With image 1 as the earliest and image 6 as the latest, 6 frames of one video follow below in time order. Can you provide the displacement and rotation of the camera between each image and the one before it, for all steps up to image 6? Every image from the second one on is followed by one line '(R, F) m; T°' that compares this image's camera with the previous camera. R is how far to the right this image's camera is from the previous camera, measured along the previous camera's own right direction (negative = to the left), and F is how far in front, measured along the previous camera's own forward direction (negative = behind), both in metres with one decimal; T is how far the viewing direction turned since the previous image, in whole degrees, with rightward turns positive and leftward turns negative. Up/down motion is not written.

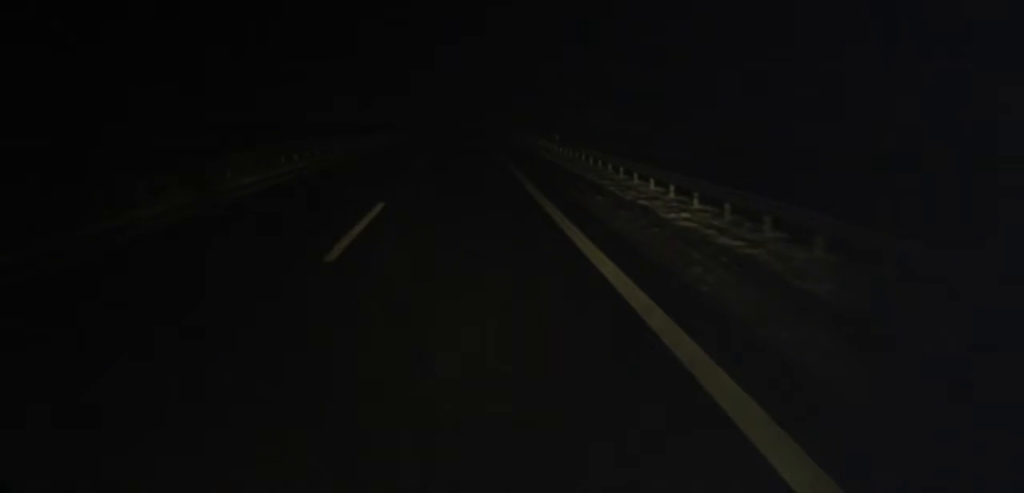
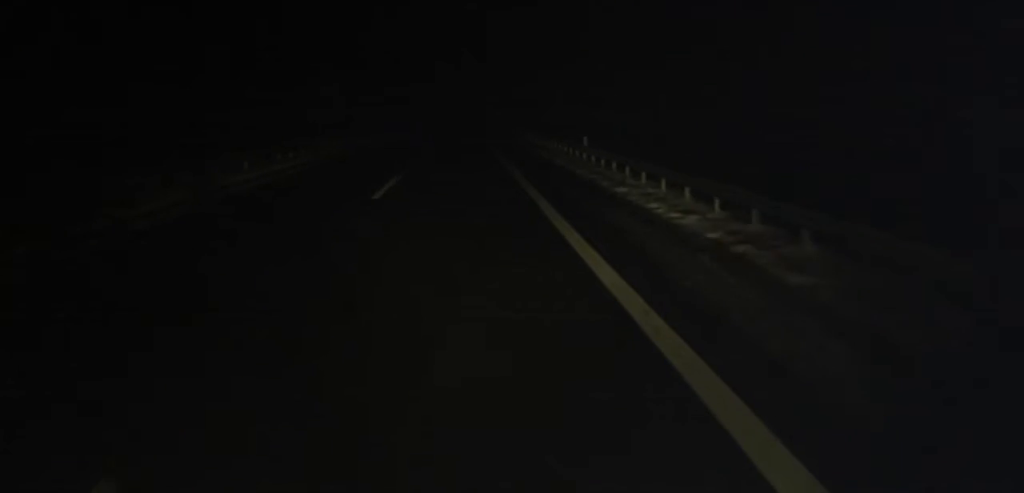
(+0.1, +13.4) m; 0°
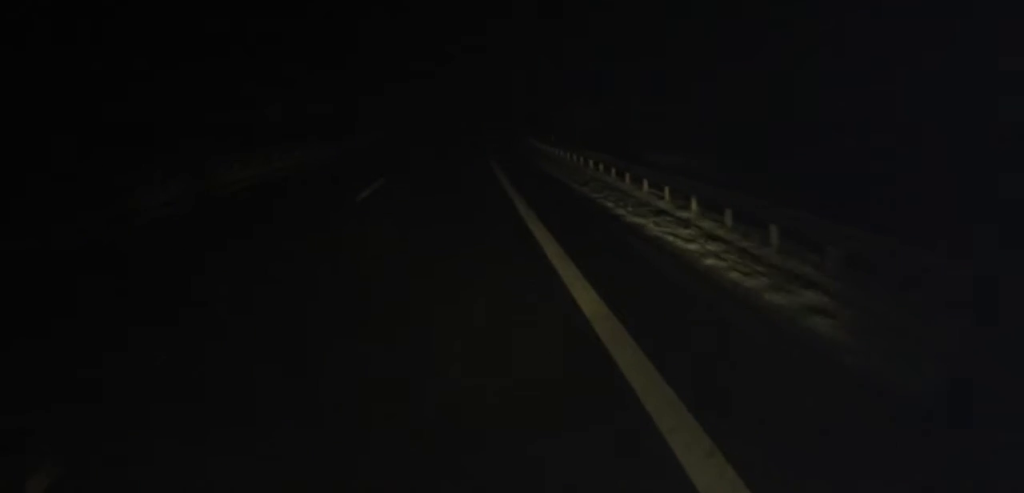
(+0.3, +43.2) m; +1°
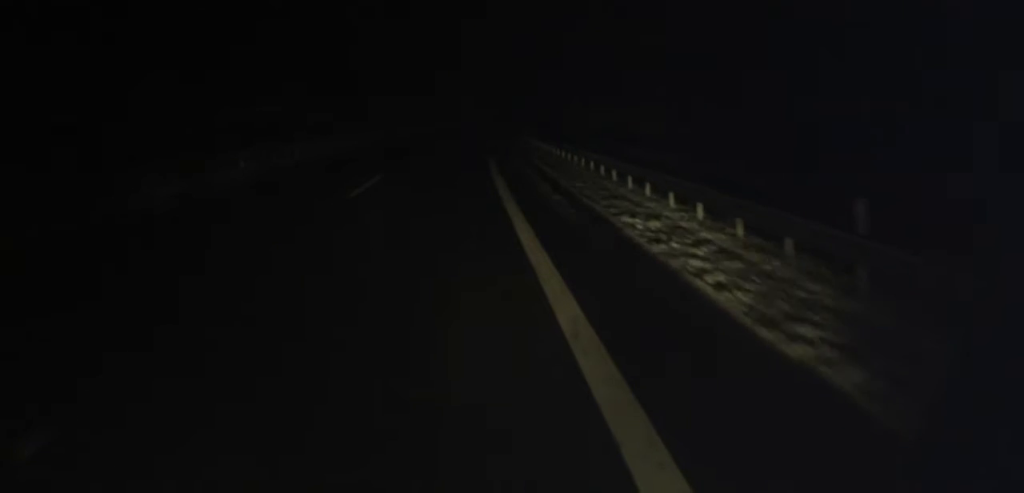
(+1.0, +39.4) m; +2°
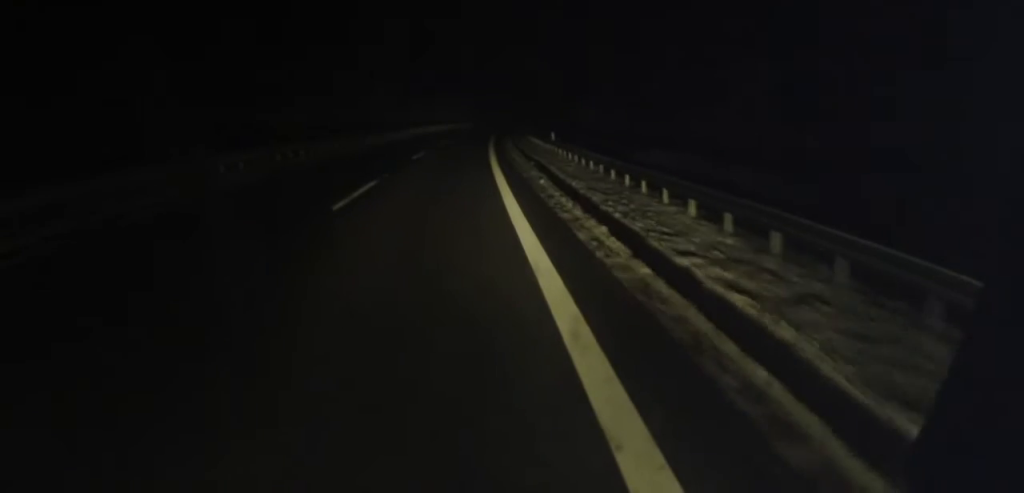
(-0.2, +20.6) m; 0°
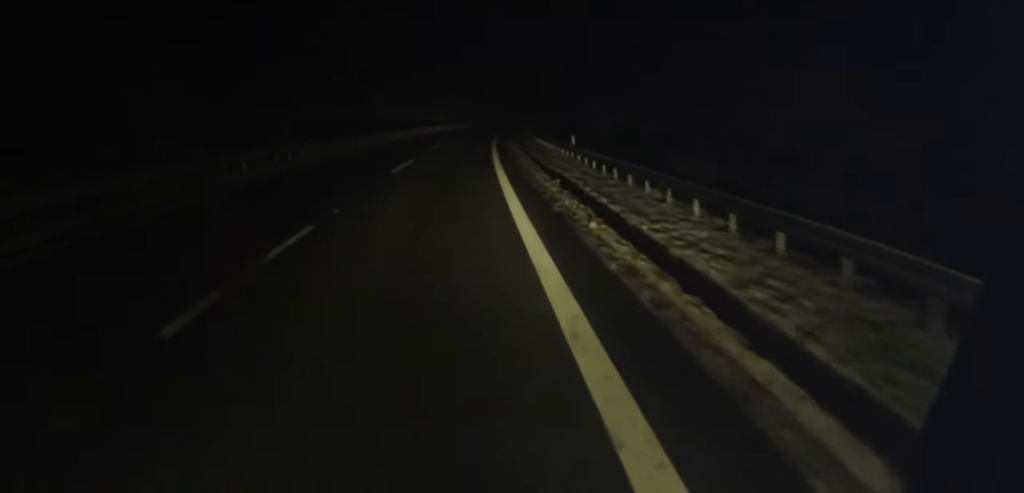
(+0.1, +8.4) m; 0°
